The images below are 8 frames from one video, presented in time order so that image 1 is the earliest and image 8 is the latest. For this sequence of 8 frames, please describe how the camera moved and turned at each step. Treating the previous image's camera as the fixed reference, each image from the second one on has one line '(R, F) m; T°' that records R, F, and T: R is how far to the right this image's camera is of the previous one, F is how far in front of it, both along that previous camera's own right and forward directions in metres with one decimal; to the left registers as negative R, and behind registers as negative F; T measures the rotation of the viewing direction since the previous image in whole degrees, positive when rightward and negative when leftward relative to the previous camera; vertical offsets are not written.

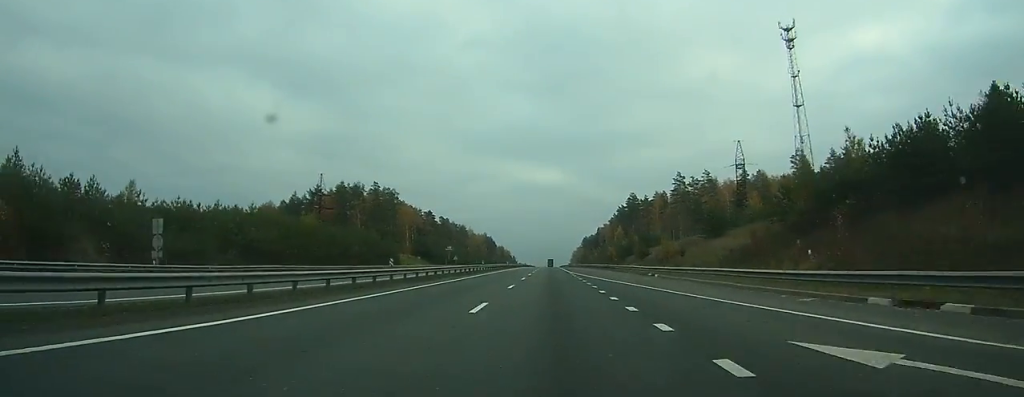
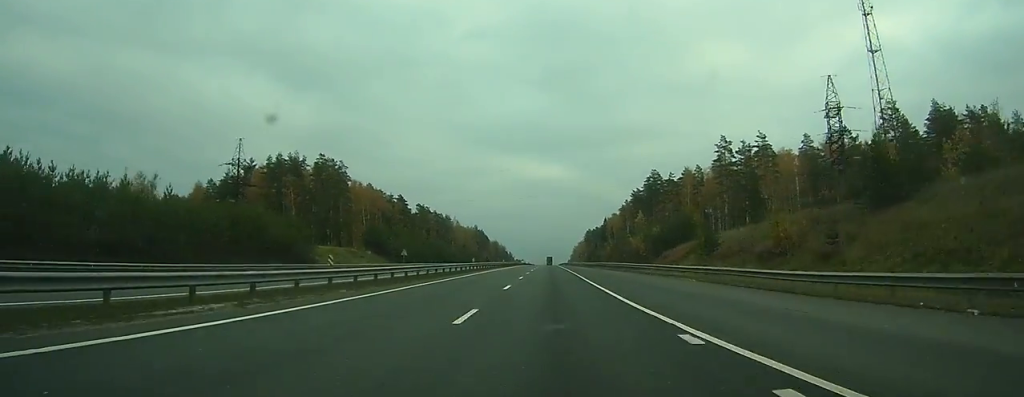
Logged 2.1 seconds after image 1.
(+0.2, +50.9) m; 0°
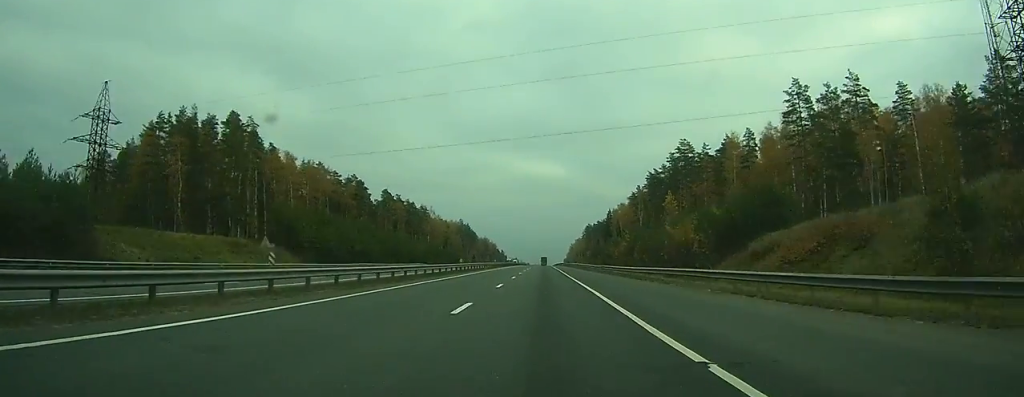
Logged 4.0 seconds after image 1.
(+0.1, +49.5) m; 0°
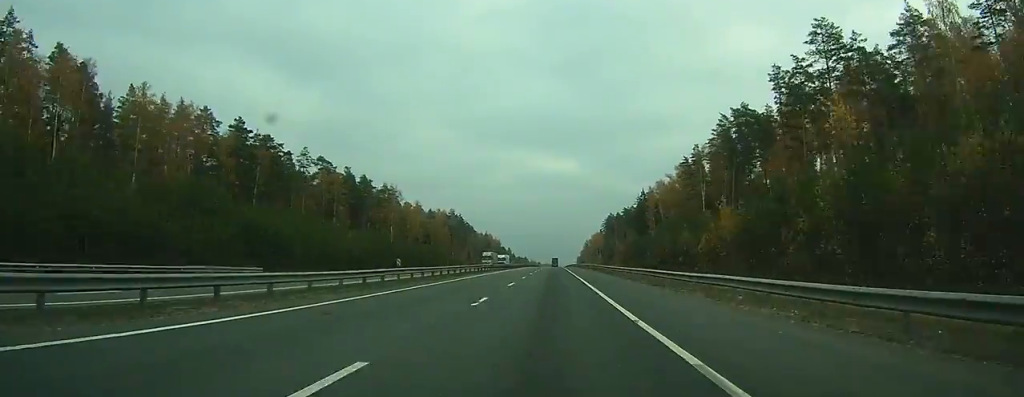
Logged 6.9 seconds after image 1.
(0.0, +79.4) m; 0°
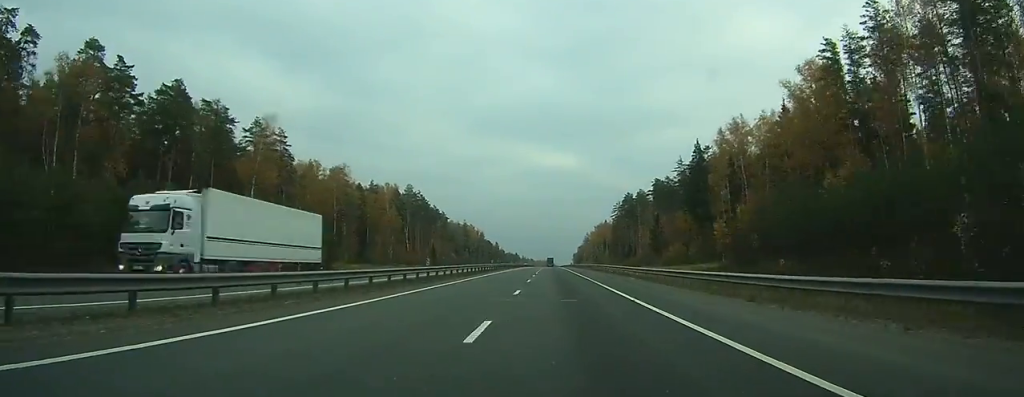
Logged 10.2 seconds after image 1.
(-0.3, +86.5) m; 0°
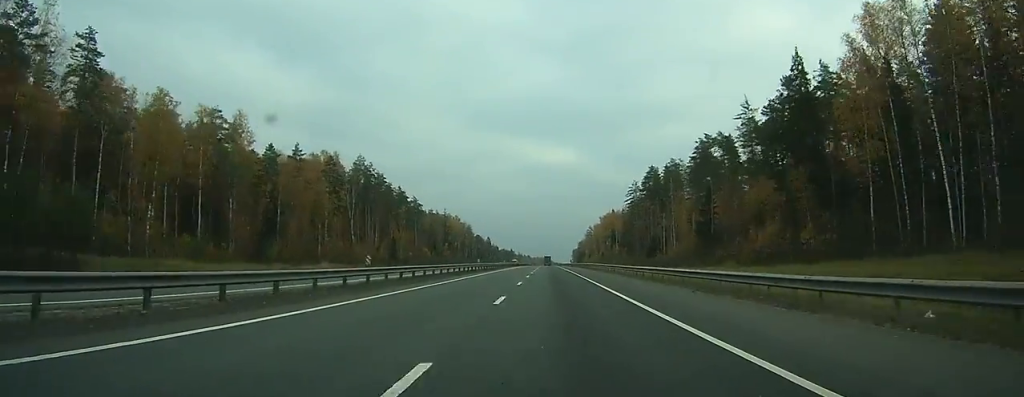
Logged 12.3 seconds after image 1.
(0.0, +50.9) m; 0°
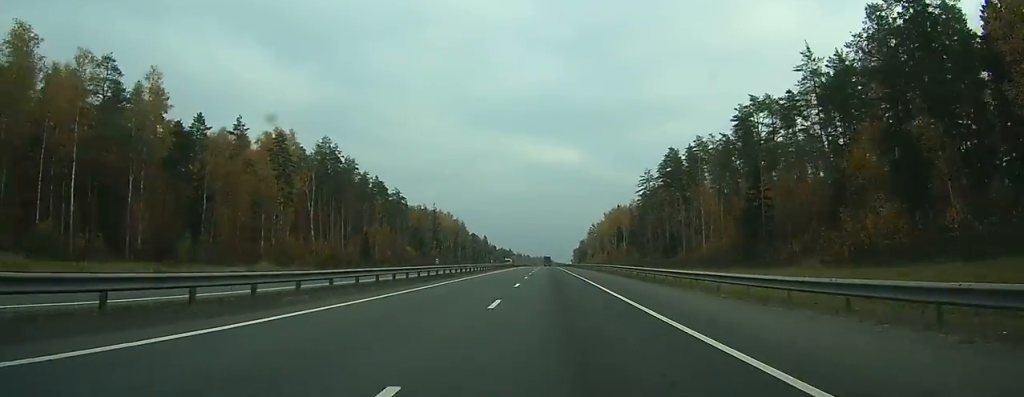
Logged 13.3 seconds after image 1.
(-0.1, +23.1) m; 0°
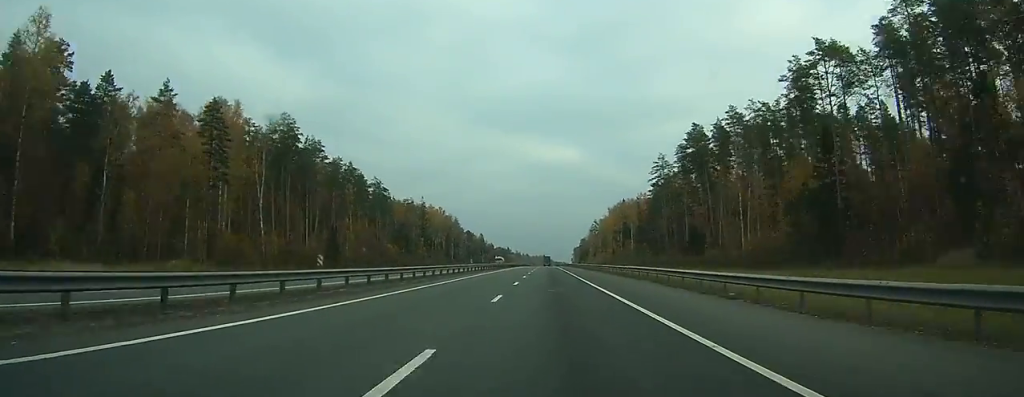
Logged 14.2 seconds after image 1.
(0.0, +20.4) m; 0°
